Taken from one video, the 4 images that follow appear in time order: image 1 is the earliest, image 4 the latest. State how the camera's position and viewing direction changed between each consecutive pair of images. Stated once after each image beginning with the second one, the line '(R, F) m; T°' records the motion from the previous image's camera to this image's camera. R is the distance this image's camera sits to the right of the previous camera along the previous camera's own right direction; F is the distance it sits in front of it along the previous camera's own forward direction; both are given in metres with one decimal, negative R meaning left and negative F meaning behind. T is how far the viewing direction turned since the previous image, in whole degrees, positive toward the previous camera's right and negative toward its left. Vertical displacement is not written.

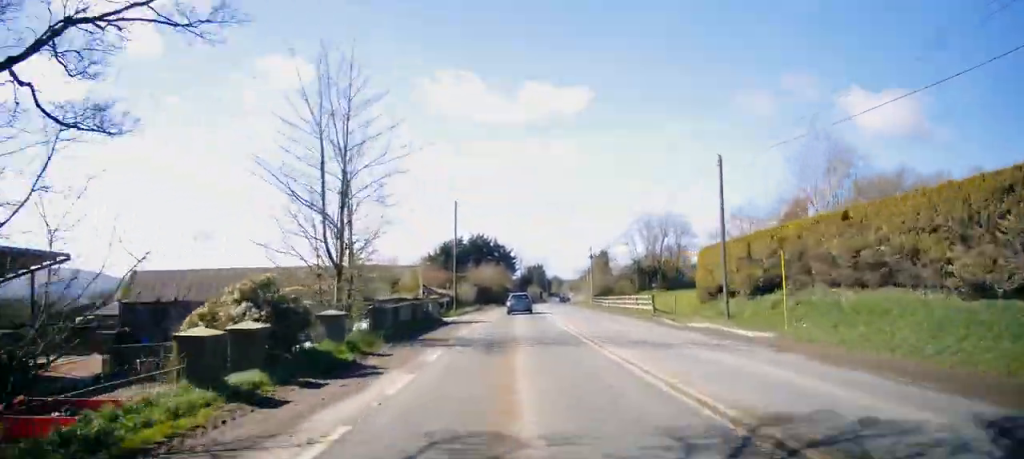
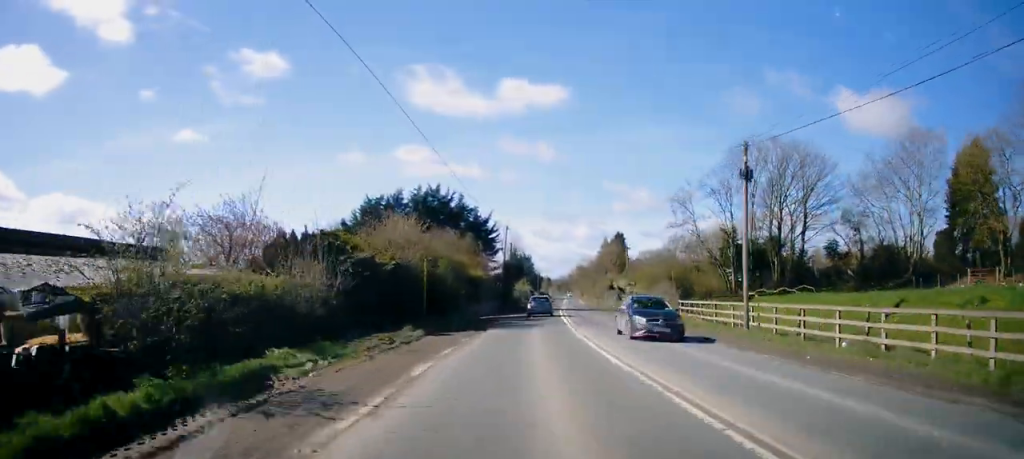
(+1.2, +50.2) m; +3°
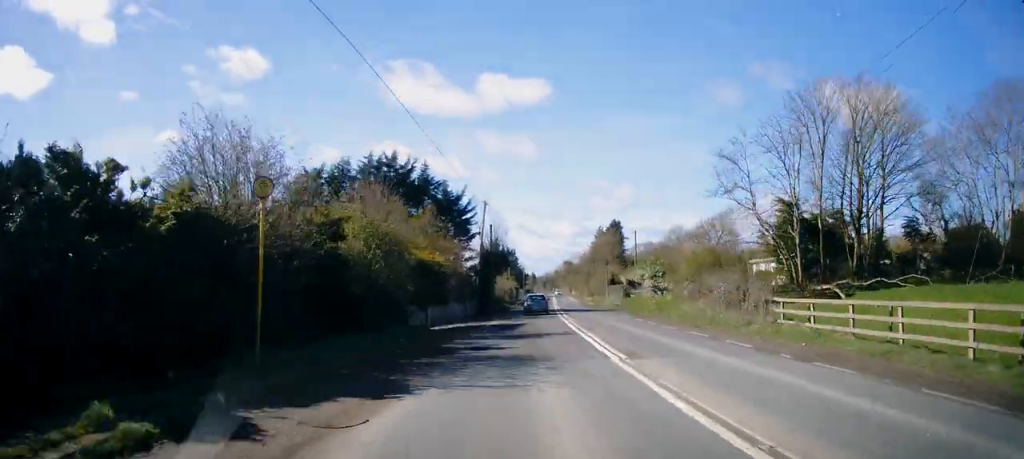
(+0.1, +15.2) m; +1°
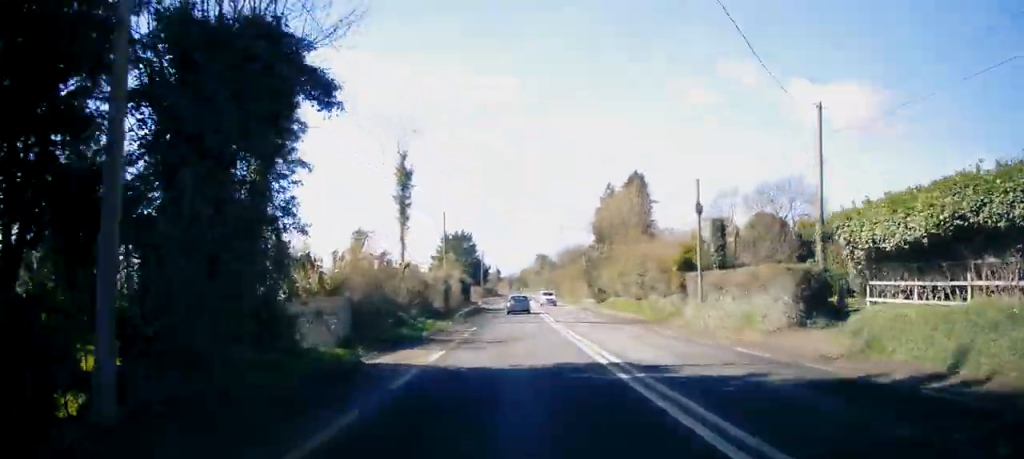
(+1.6, +45.7) m; +2°
